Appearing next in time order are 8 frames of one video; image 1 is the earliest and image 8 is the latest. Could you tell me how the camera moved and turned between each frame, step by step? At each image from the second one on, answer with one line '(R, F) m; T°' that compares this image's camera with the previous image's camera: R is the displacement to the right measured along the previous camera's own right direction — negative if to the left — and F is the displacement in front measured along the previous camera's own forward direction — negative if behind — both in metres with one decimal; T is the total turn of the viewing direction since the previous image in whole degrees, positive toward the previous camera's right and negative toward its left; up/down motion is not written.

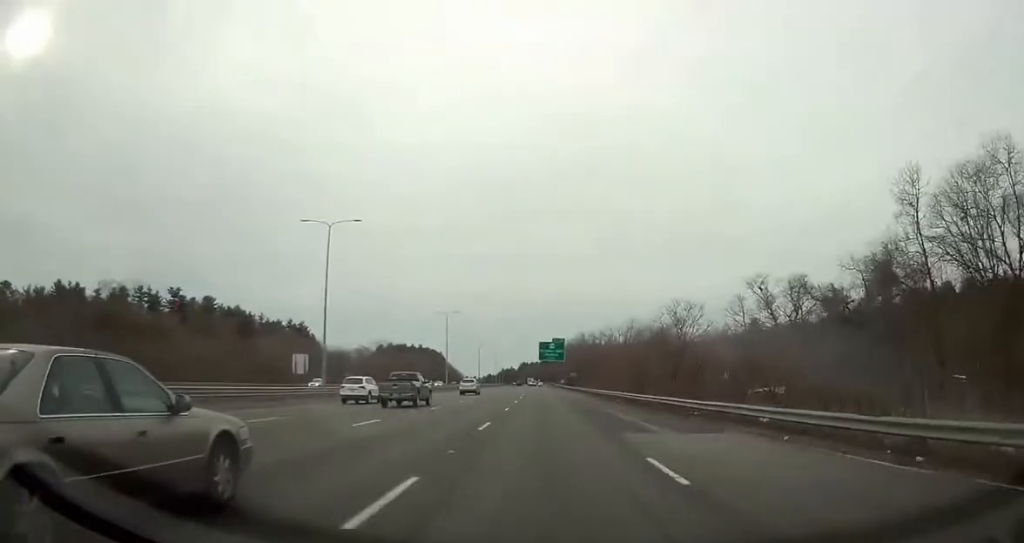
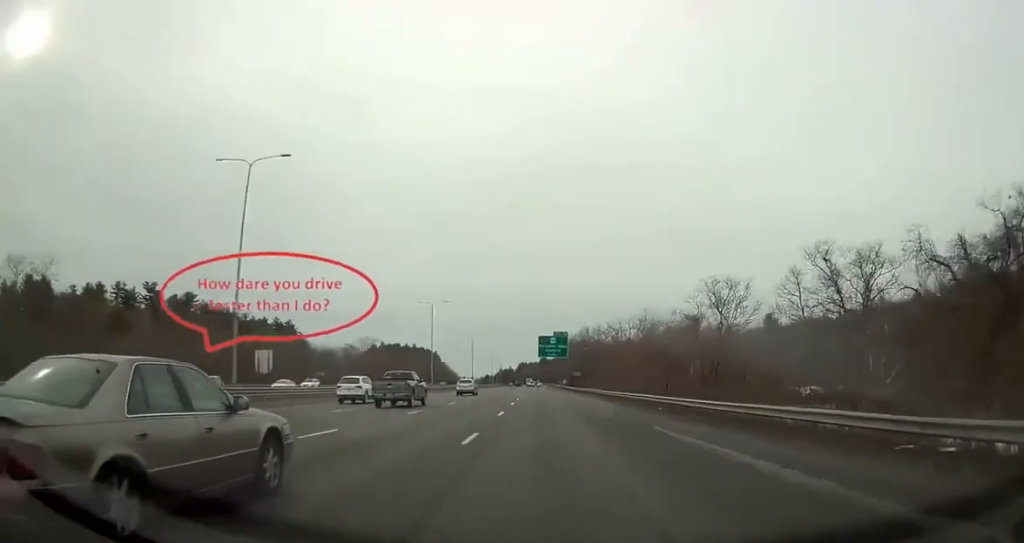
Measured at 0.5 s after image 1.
(+0.2, +17.5) m; 0°
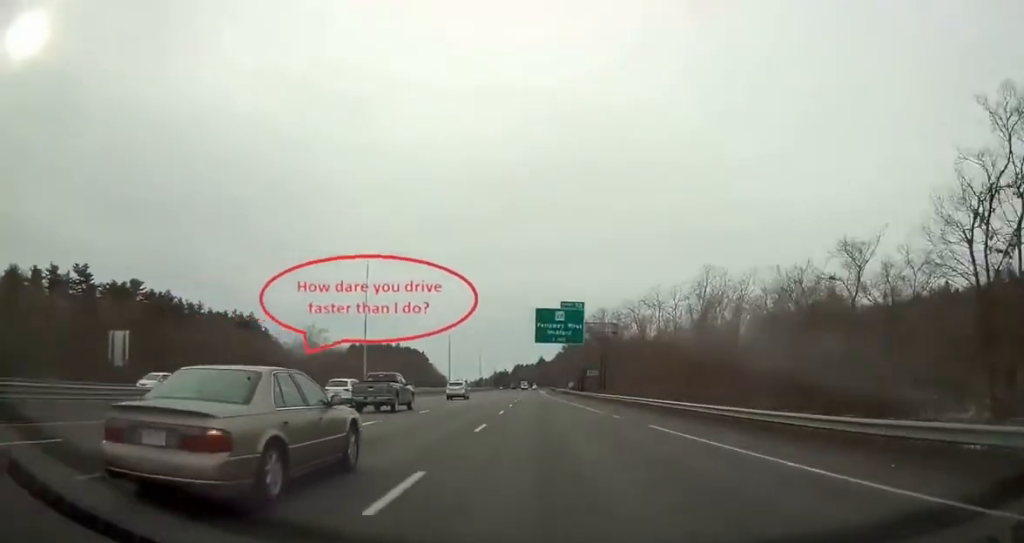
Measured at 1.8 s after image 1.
(-0.3, +42.8) m; 0°
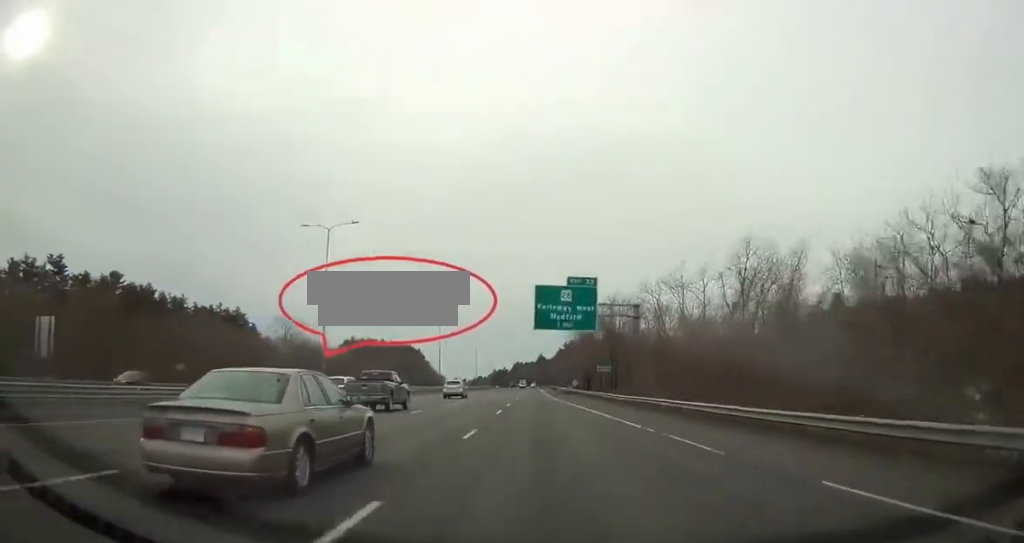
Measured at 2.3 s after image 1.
(+0.2, +14.3) m; 0°
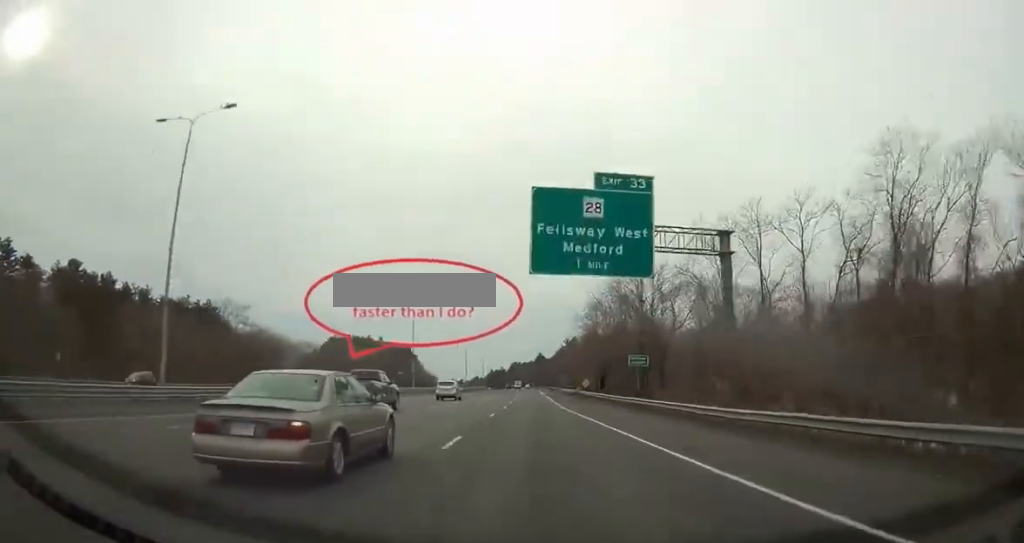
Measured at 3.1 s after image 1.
(+0.2, +26.3) m; 0°
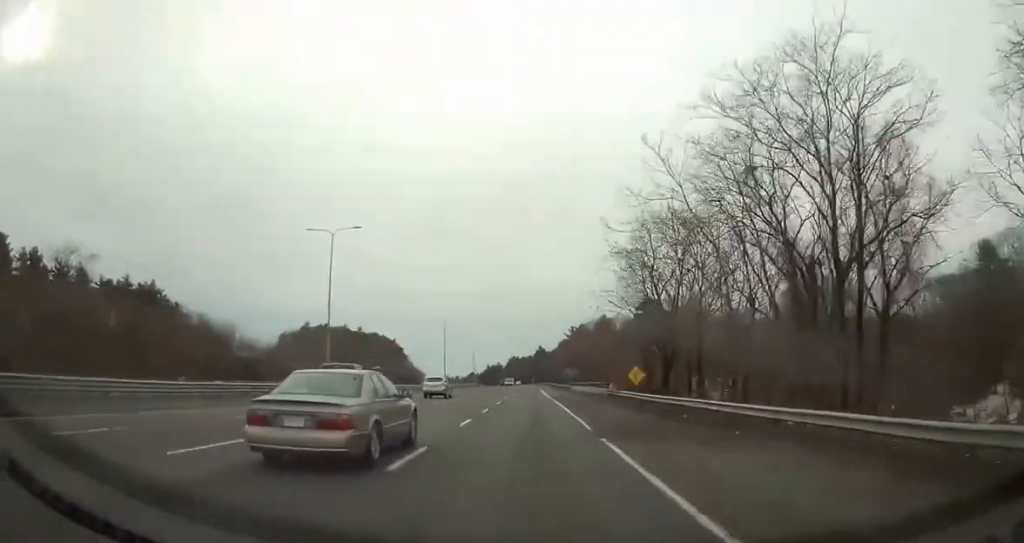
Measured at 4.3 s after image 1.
(-0.3, +41.4) m; 0°
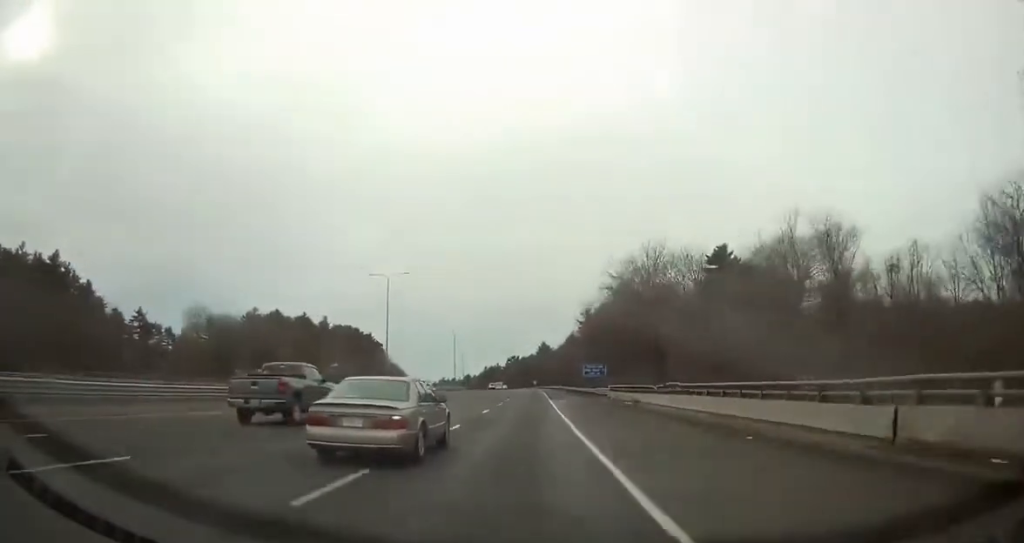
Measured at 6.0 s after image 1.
(+0.3, +55.7) m; 0°
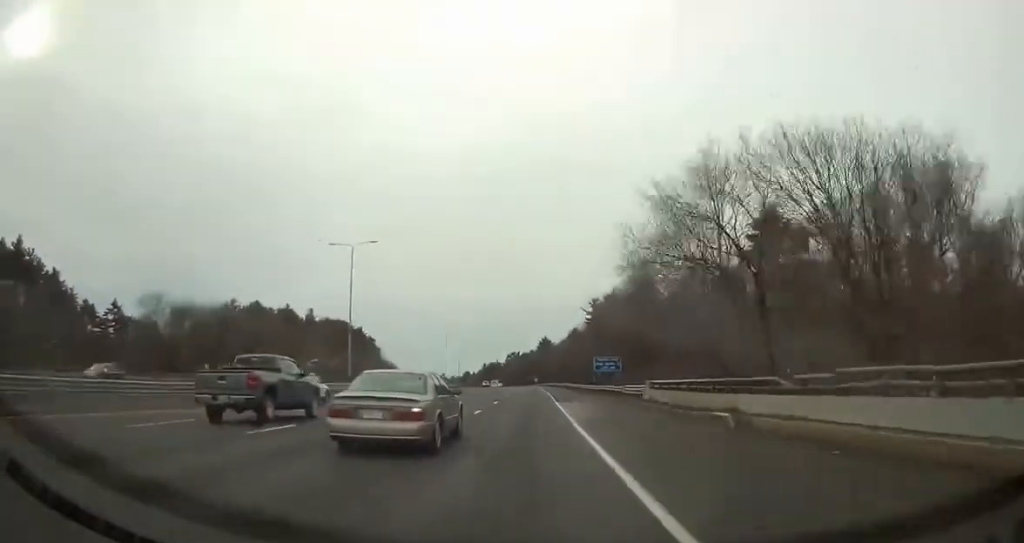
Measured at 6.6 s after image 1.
(0.0, +17.5) m; 0°
